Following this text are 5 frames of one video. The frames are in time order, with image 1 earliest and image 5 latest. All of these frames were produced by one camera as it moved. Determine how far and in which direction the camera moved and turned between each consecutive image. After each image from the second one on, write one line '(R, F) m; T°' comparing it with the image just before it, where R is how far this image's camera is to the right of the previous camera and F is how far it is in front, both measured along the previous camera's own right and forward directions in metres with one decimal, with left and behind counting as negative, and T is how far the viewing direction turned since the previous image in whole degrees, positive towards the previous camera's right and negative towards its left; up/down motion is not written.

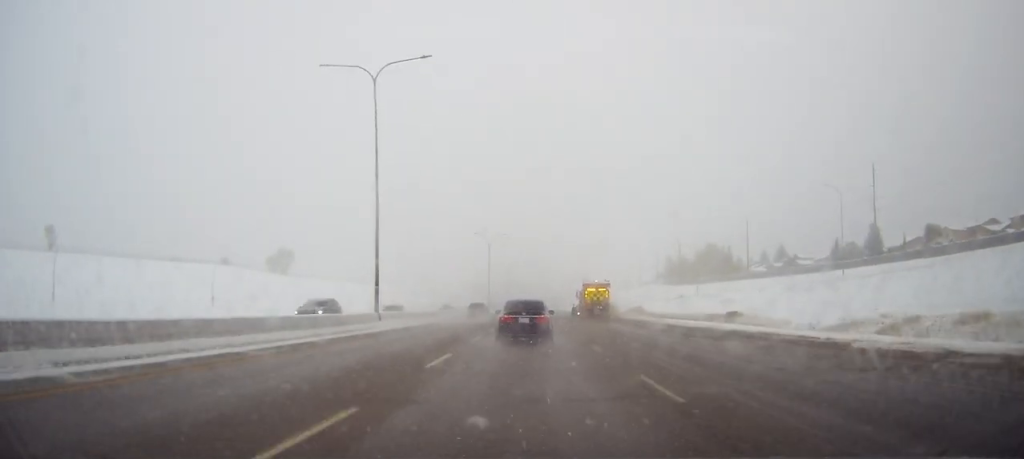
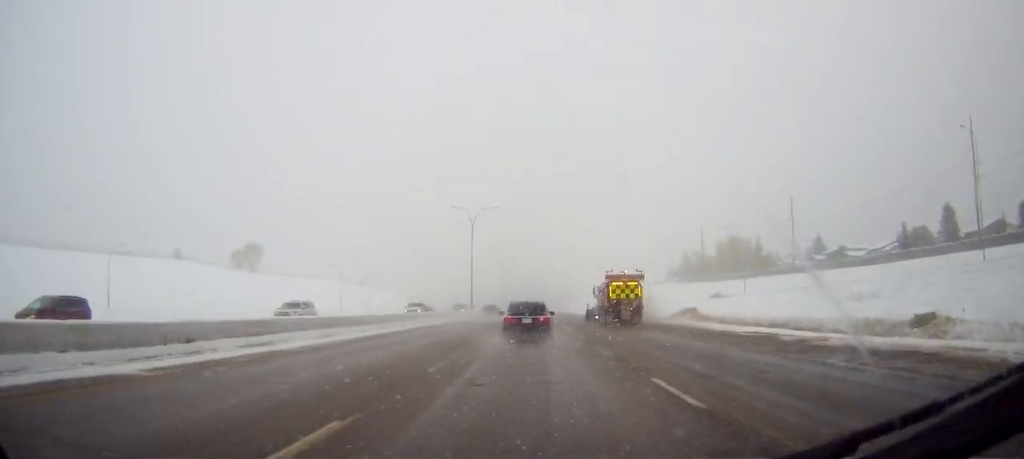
(0.0, +36.3) m; 0°
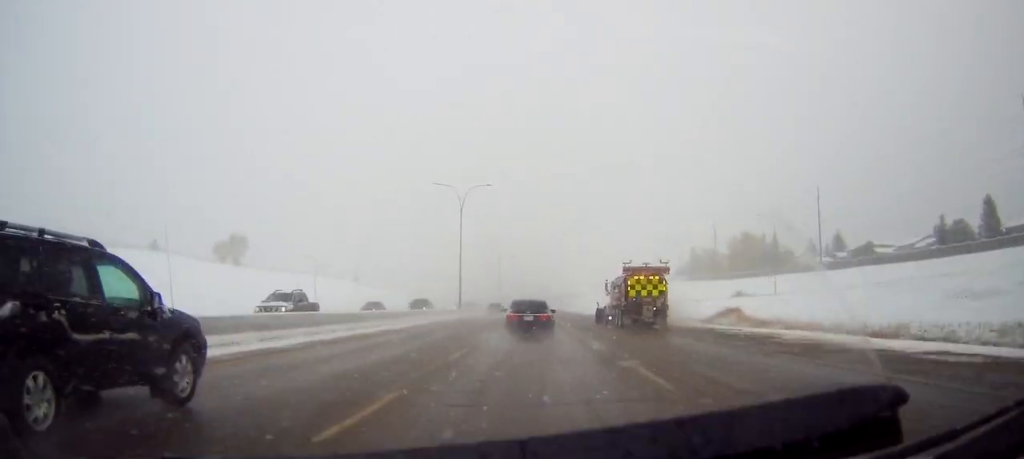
(0.0, +15.8) m; 0°
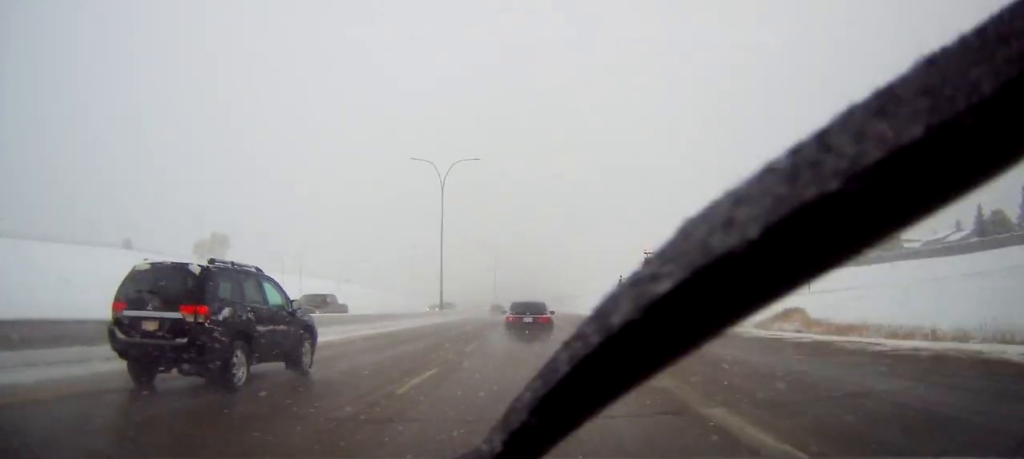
(0.0, +14.4) m; 0°
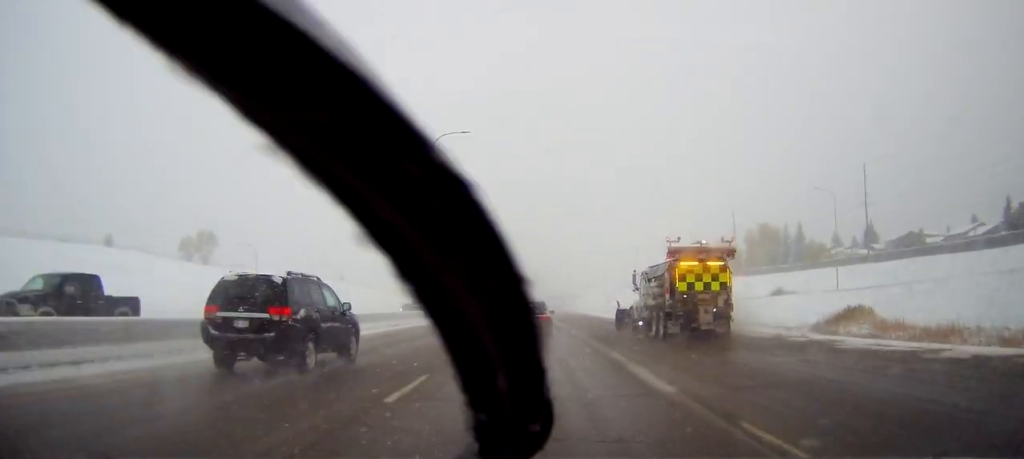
(-0.1, +9.6) m; 0°
